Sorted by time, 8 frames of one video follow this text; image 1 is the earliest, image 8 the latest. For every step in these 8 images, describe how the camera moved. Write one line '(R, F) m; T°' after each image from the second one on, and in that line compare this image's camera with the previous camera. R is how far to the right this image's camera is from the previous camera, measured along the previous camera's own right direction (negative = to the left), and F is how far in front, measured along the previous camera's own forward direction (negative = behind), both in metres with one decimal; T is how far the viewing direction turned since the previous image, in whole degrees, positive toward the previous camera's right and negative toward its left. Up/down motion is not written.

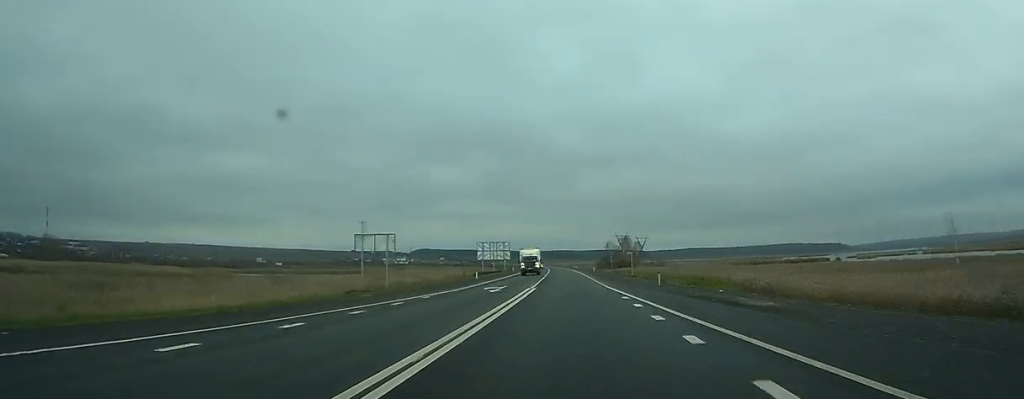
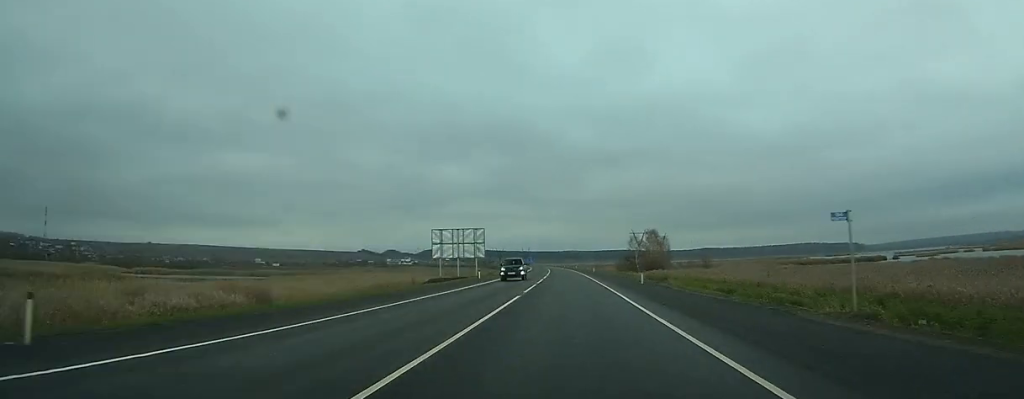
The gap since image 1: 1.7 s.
(-0.4, +48.0) m; -1°
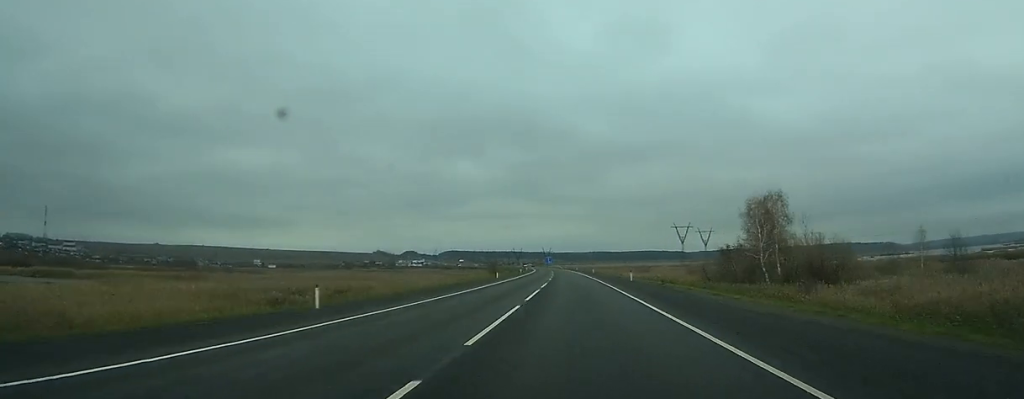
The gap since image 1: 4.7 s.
(-1.5, +86.7) m; -2°
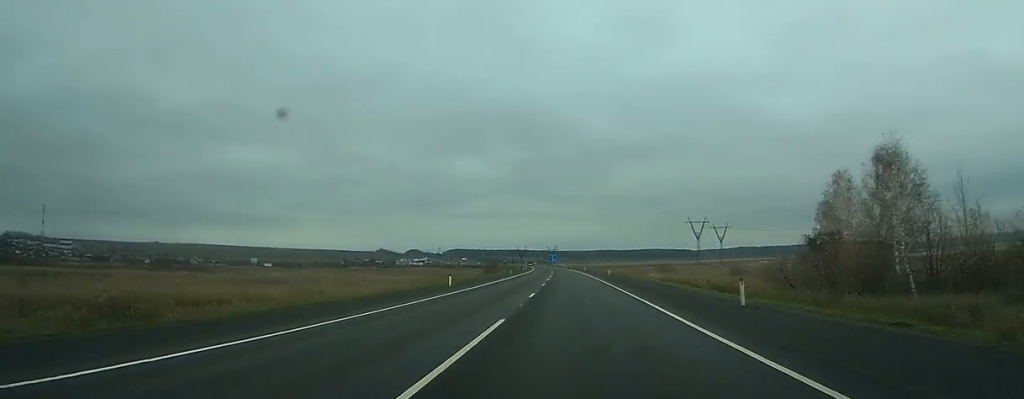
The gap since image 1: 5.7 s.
(-0.2, +27.5) m; -1°
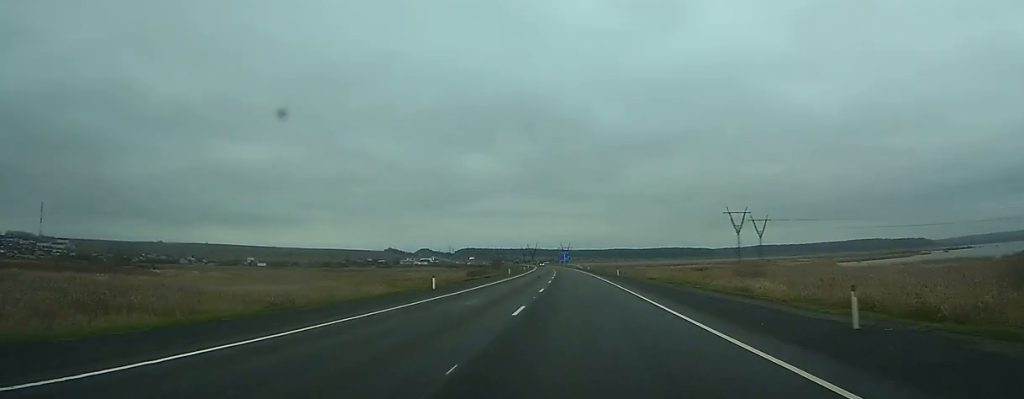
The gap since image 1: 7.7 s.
(-0.5, +52.3) m; -1°
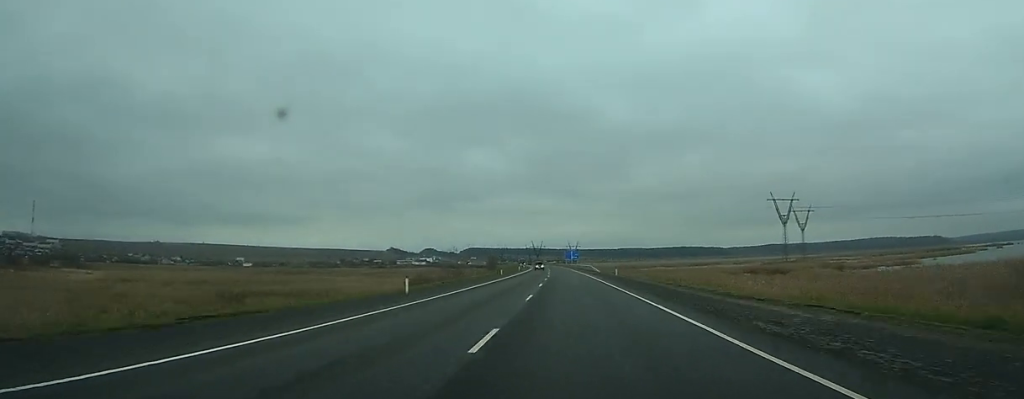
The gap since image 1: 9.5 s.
(-0.4, +49.9) m; -1°
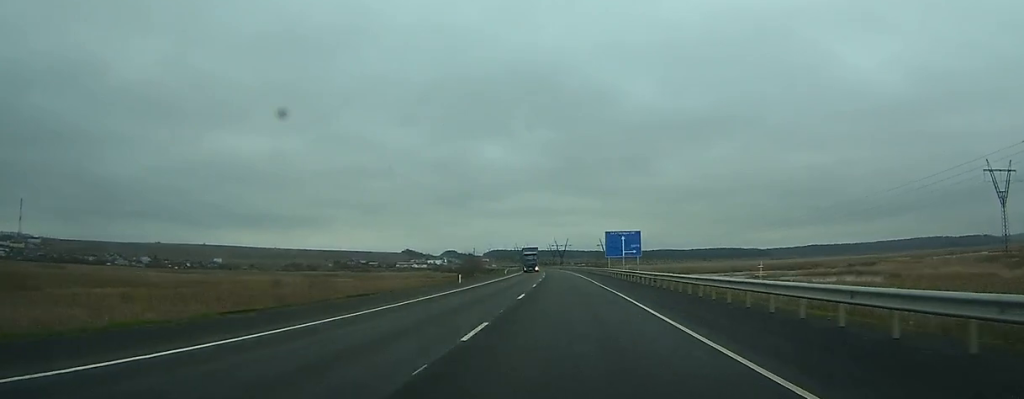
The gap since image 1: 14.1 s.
(-2.4, +131.7) m; -2°
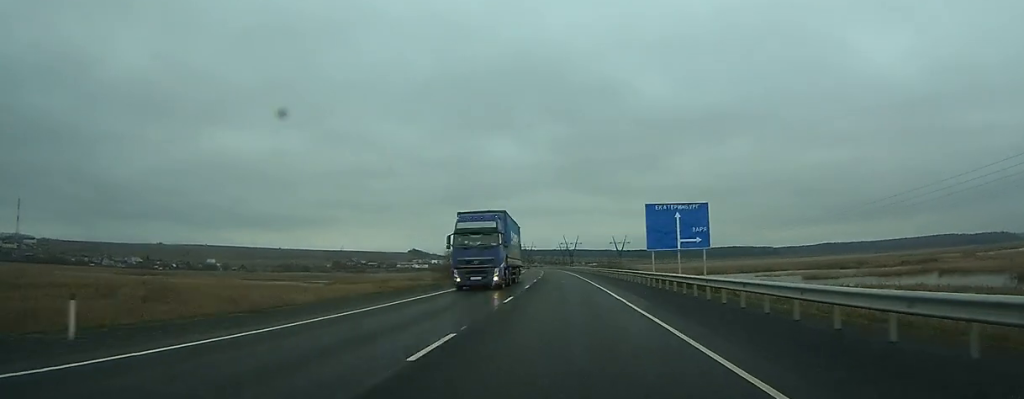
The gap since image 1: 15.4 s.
(-0.5, +38.6) m; -1°
